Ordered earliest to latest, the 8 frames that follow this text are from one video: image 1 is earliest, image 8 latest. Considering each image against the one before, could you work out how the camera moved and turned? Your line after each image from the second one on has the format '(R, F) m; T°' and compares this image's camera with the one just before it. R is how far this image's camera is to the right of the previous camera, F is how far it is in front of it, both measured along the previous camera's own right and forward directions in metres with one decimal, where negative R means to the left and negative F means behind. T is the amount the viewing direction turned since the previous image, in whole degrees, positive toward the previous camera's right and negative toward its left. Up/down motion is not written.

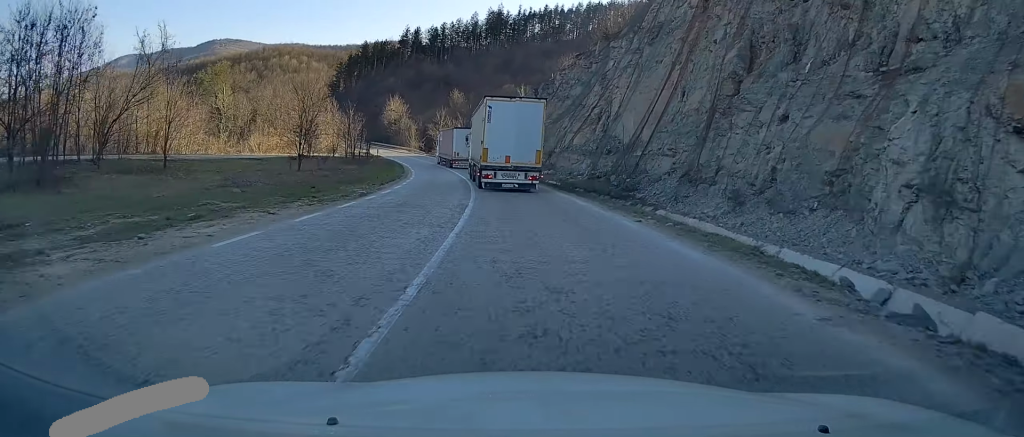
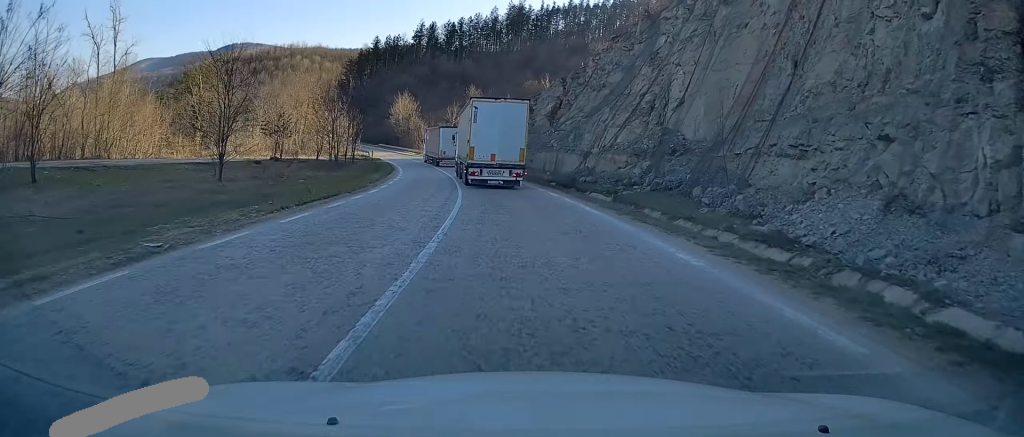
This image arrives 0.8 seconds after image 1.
(-0.5, +16.5) m; -3°
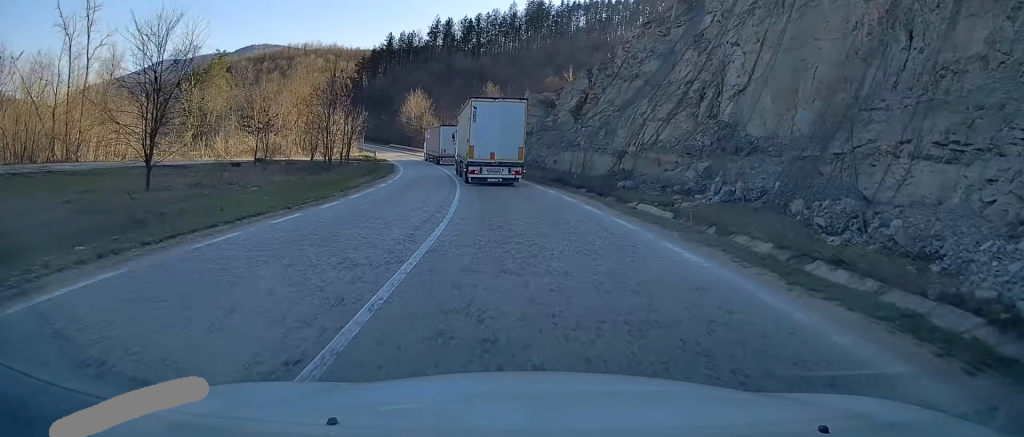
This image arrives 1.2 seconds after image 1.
(0.0, +8.7) m; -2°
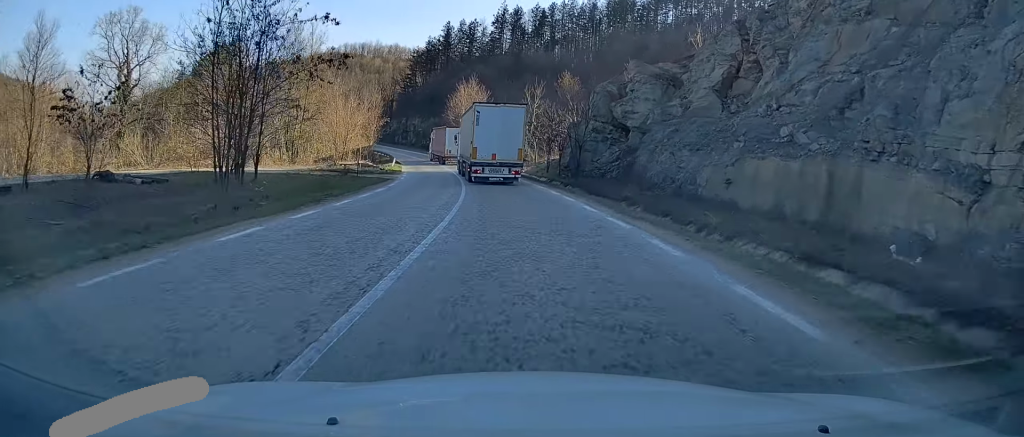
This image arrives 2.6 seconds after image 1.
(-1.8, +31.9) m; -6°
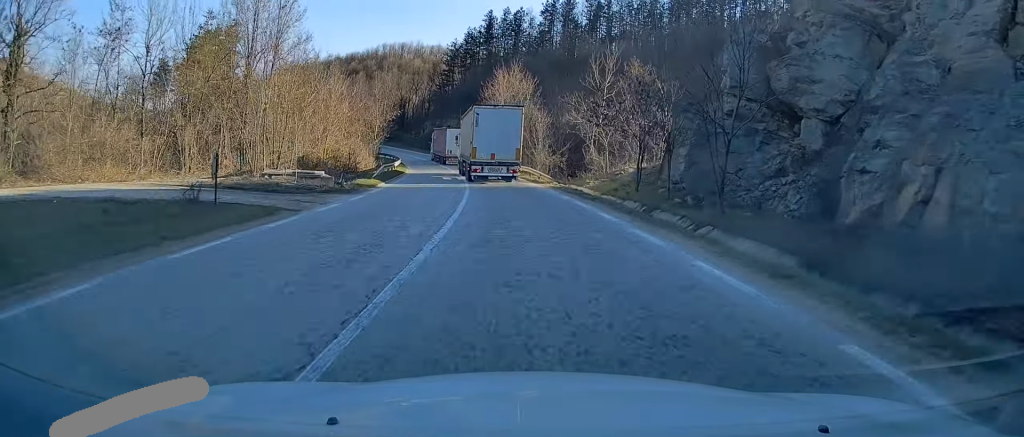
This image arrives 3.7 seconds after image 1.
(-0.8, +22.7) m; -4°
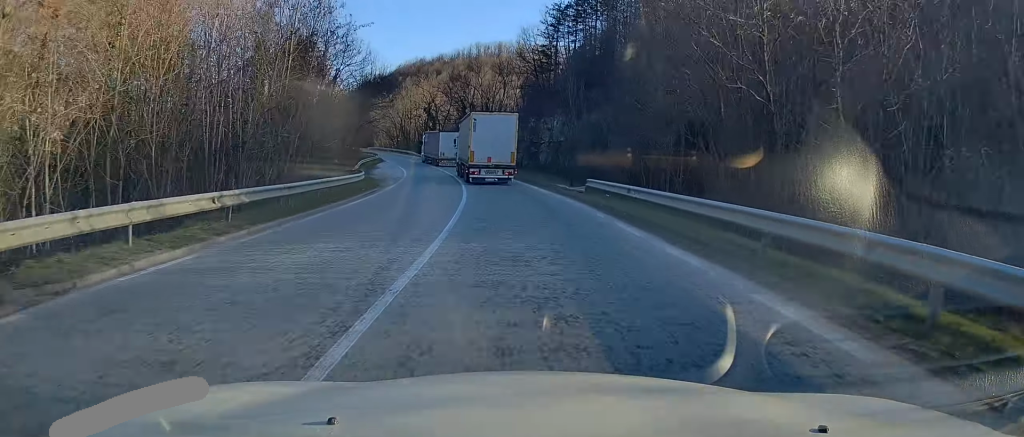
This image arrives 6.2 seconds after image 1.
(-5.6, +54.5) m; -12°
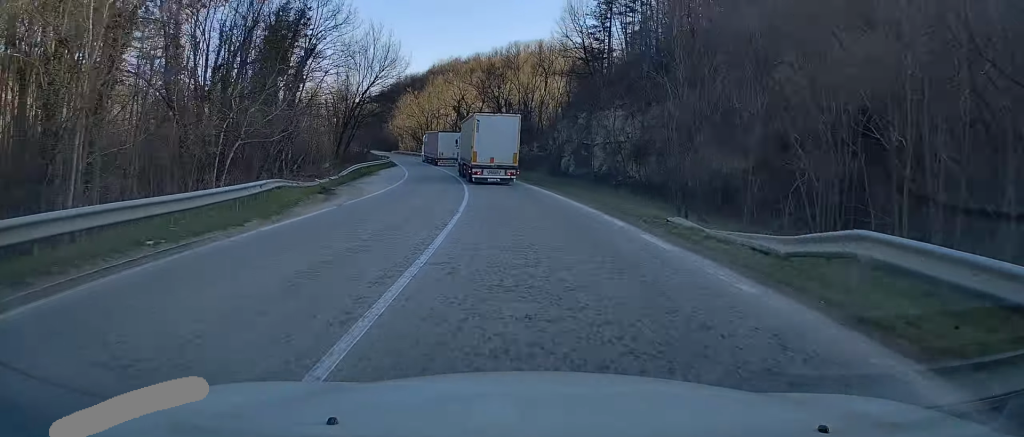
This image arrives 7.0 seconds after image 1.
(-0.7, +18.7) m; -4°
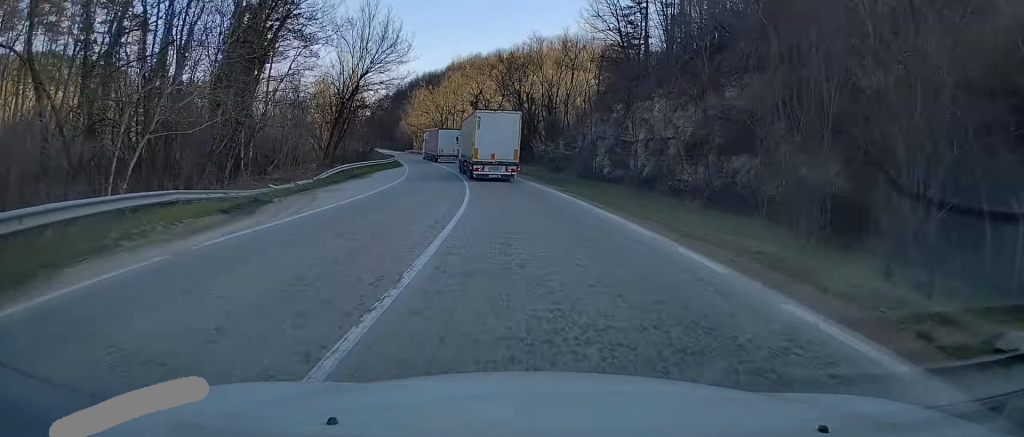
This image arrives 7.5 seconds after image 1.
(-0.1, +10.5) m; -2°
